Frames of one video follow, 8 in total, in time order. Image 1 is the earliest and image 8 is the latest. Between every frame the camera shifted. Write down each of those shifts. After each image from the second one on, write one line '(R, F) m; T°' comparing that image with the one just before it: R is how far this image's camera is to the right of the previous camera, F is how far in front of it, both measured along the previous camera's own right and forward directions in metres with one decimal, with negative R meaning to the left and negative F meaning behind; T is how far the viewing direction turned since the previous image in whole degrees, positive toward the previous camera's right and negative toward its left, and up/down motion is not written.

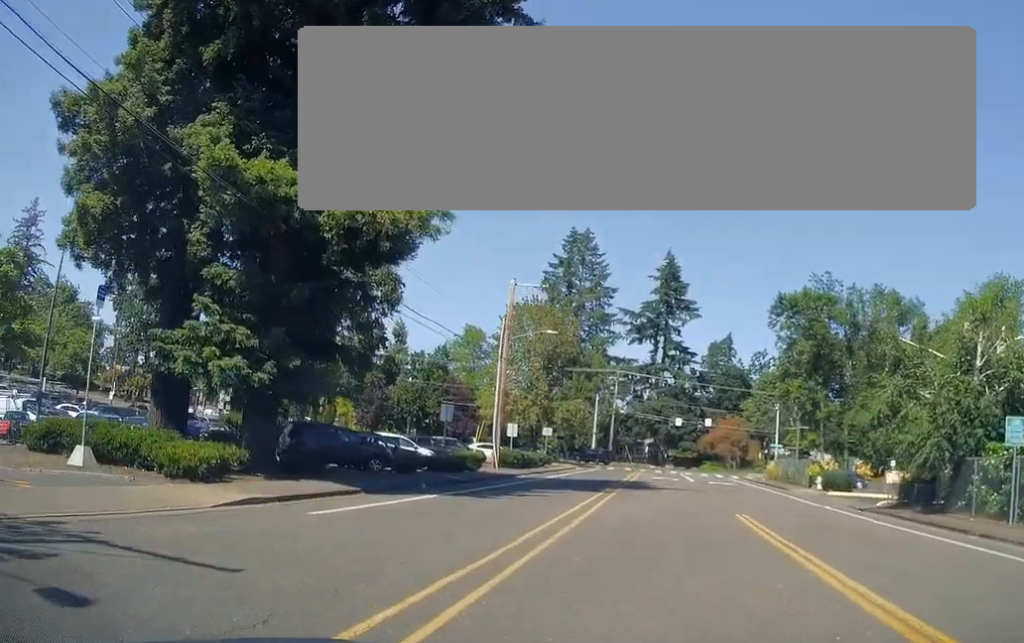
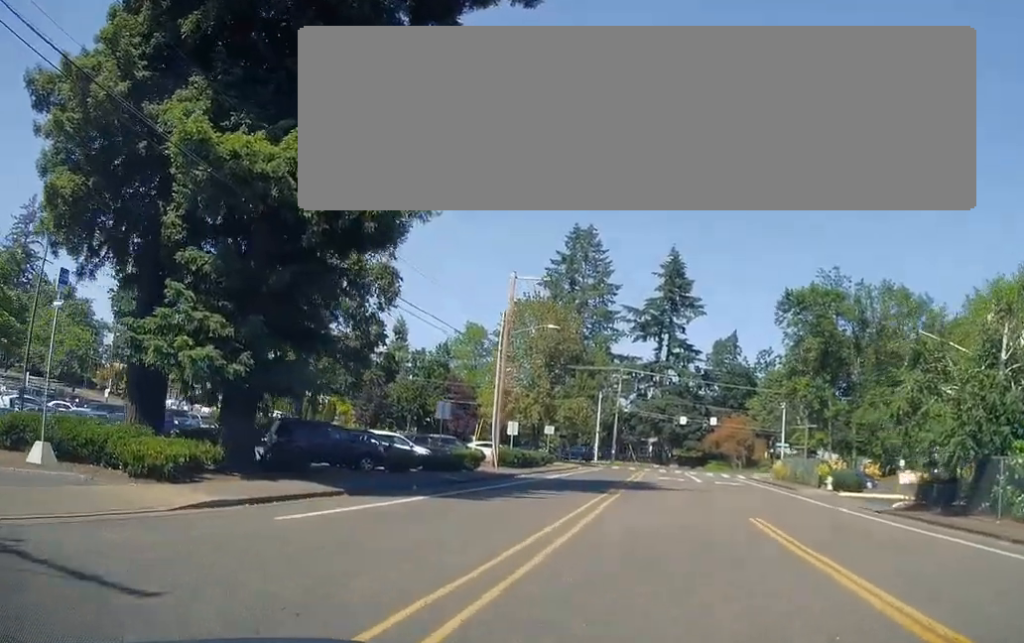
(+0.1, +1.7) m; -4°
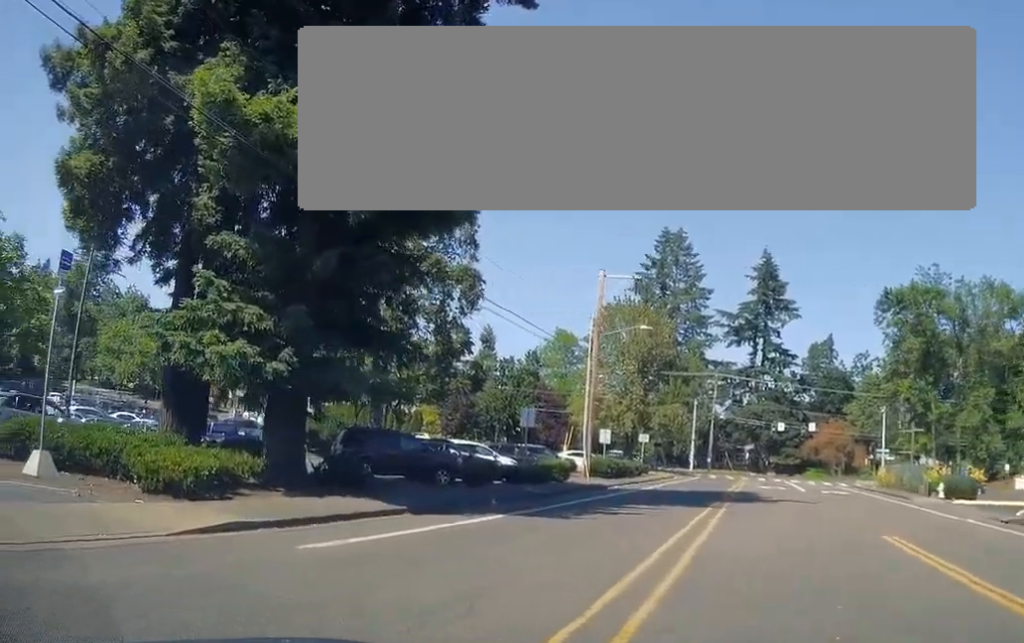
(-0.4, +2.9) m; -18°
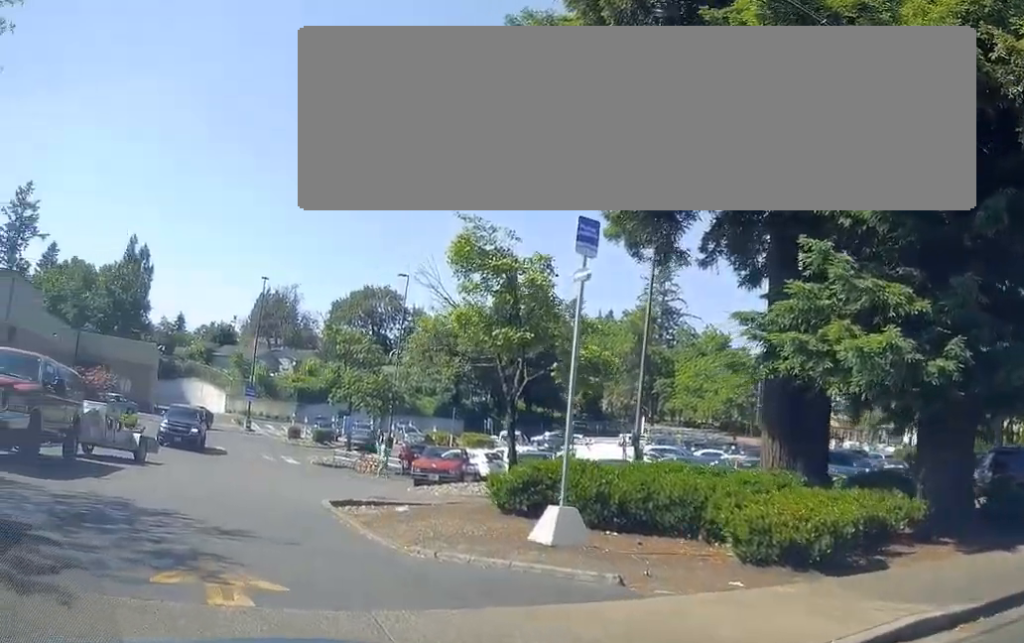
(-1.4, +4.6) m; -36°
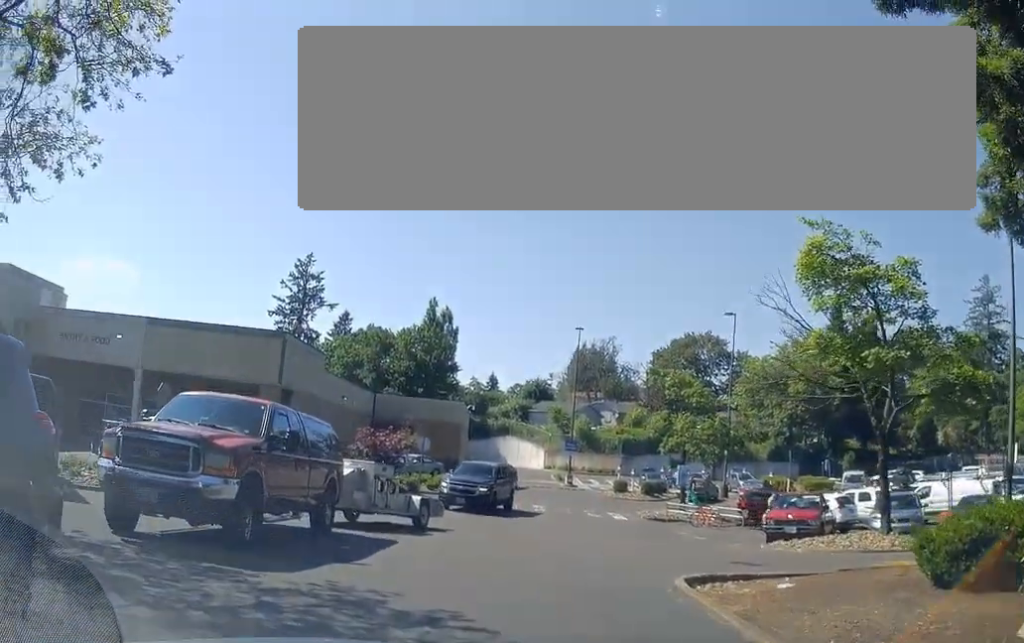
(-1.1, +3.1) m; -30°
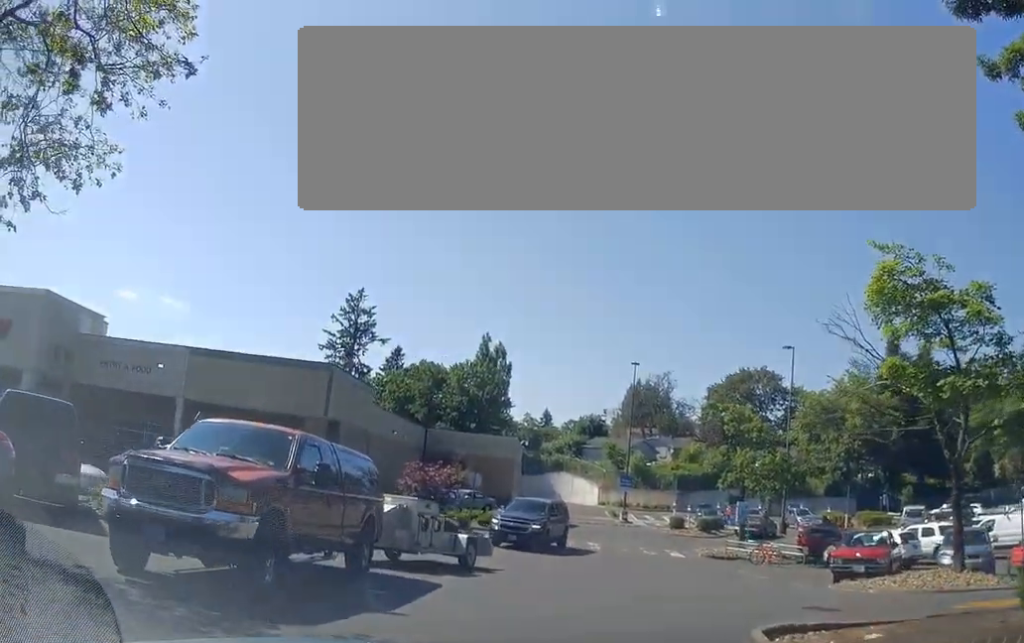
(-0.2, +1.1) m; 0°
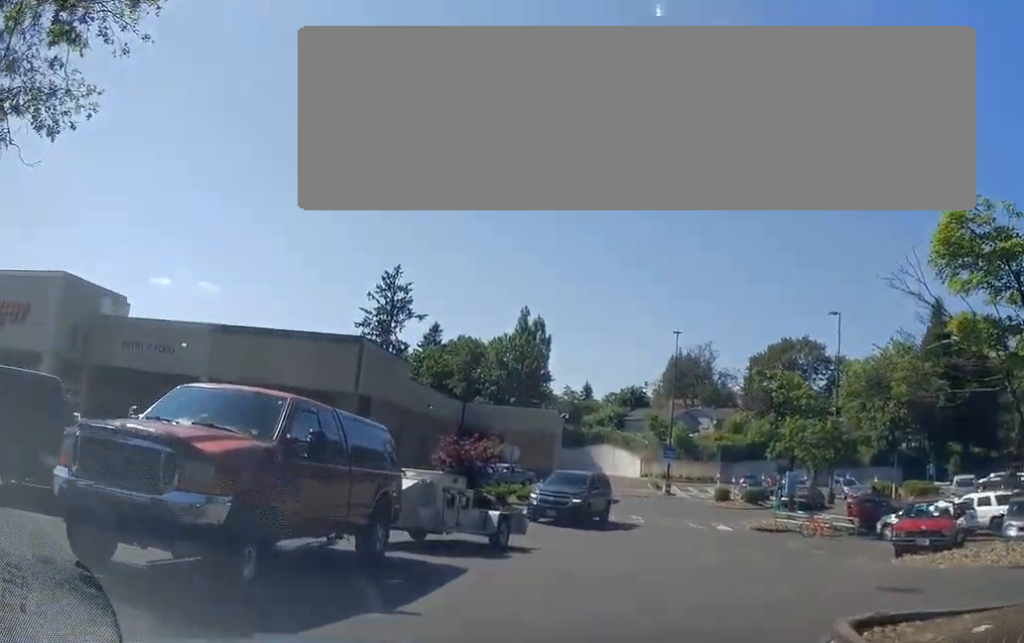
(0.0, +1.5) m; +2°
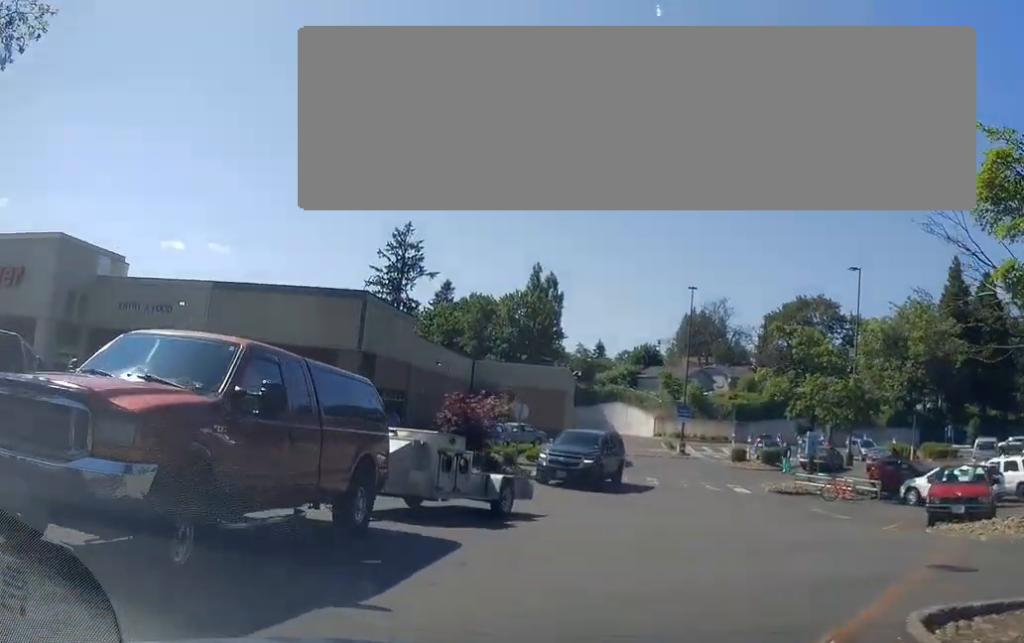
(+0.2, +1.3) m; +4°
